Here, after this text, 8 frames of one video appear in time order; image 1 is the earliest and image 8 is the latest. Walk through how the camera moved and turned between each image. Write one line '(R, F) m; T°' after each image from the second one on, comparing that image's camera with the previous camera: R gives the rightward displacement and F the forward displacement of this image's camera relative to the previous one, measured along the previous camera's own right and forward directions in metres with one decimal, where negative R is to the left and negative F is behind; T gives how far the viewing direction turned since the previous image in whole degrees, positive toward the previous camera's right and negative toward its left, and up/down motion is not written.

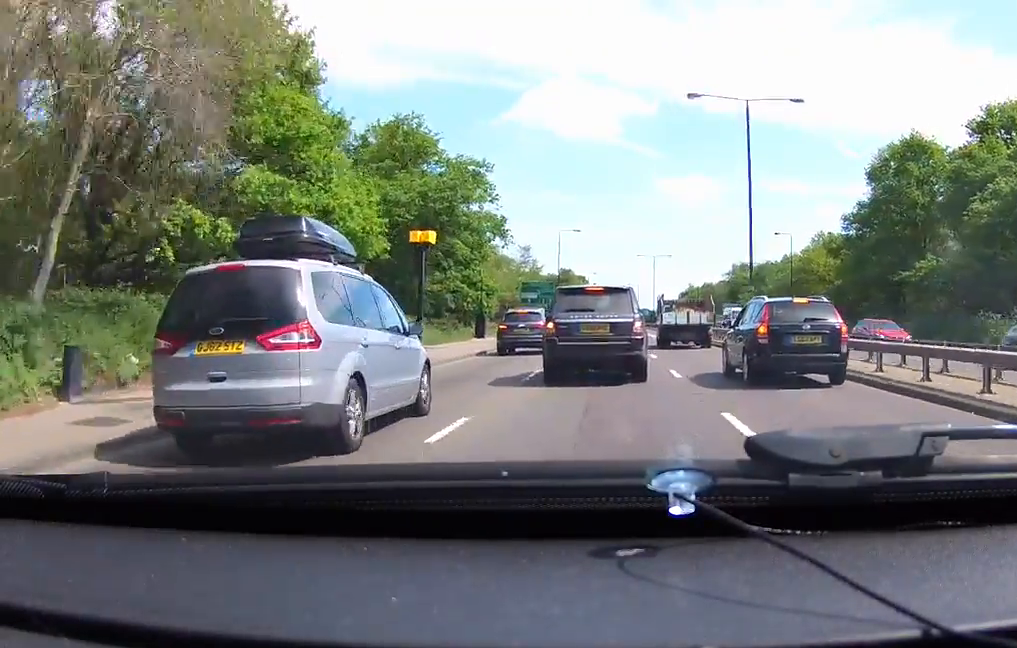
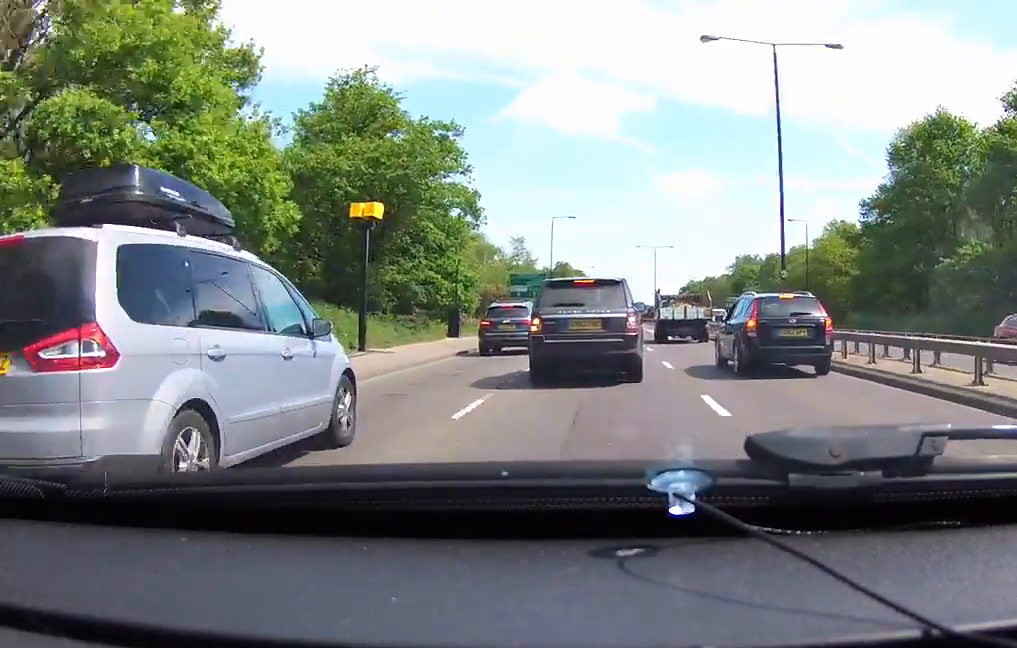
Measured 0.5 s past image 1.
(0.0, +7.6) m; 0°
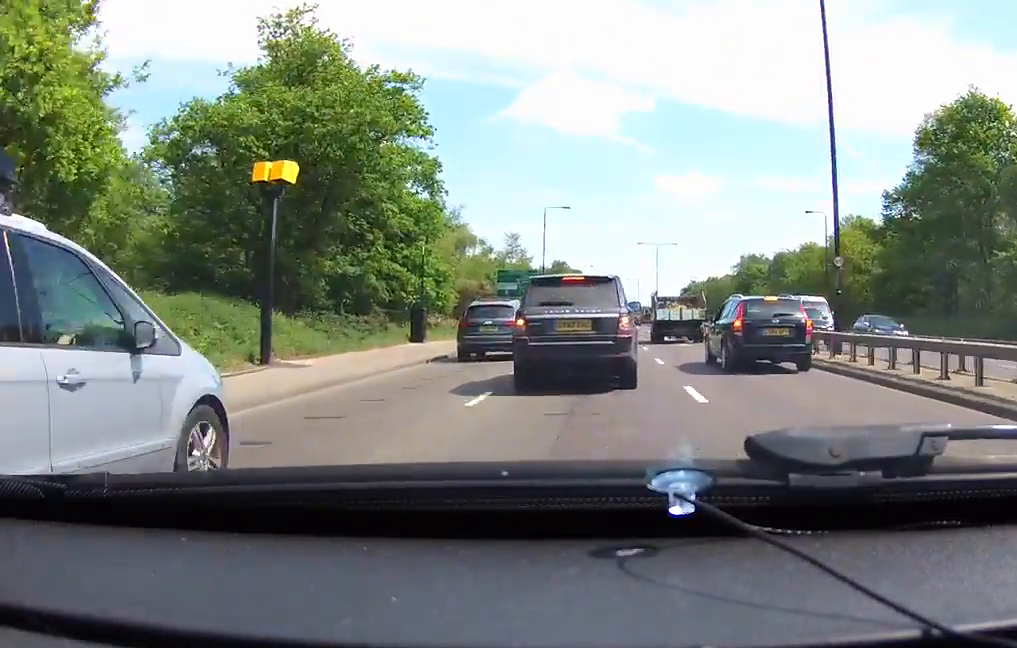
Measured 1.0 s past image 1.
(+0.1, +7.8) m; 0°
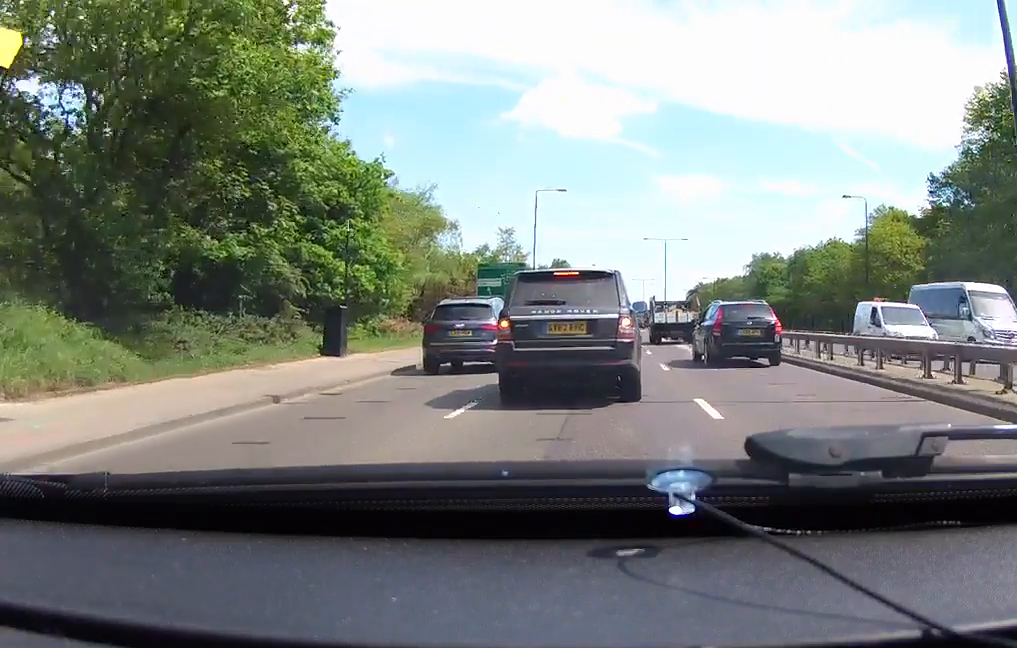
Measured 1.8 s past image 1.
(-0.1, +11.6) m; 0°
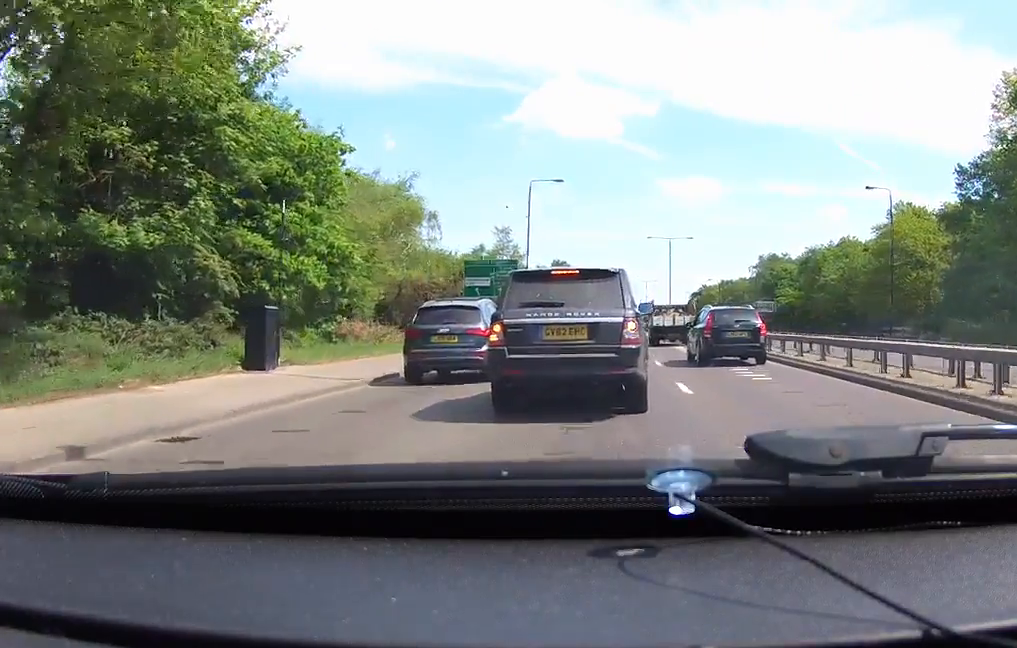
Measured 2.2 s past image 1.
(-0.2, +5.9) m; 0°
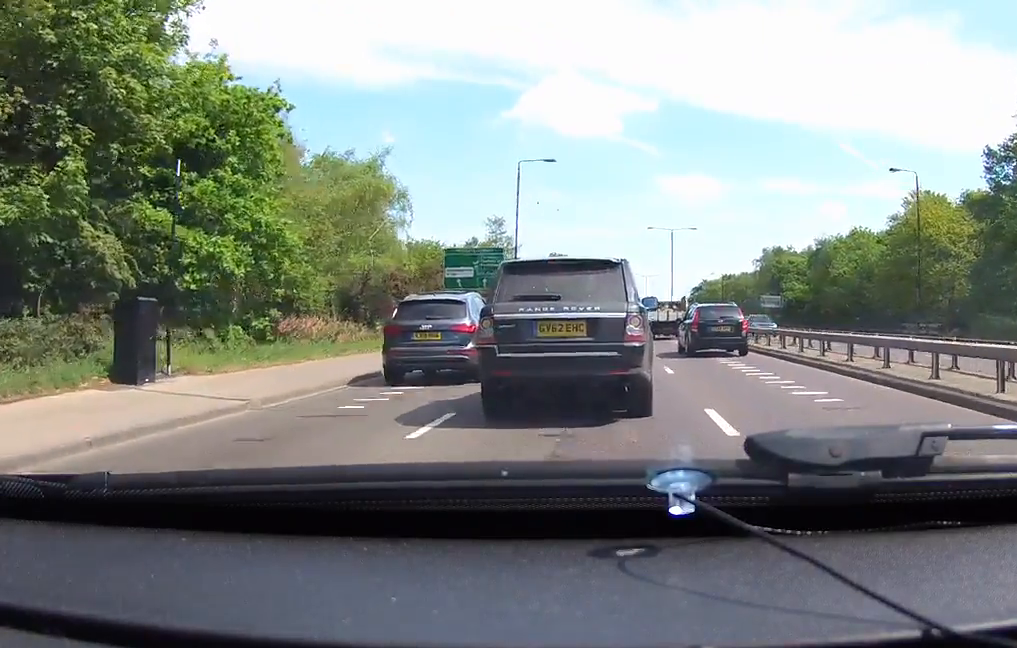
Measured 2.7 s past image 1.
(+0.1, +5.4) m; +1°
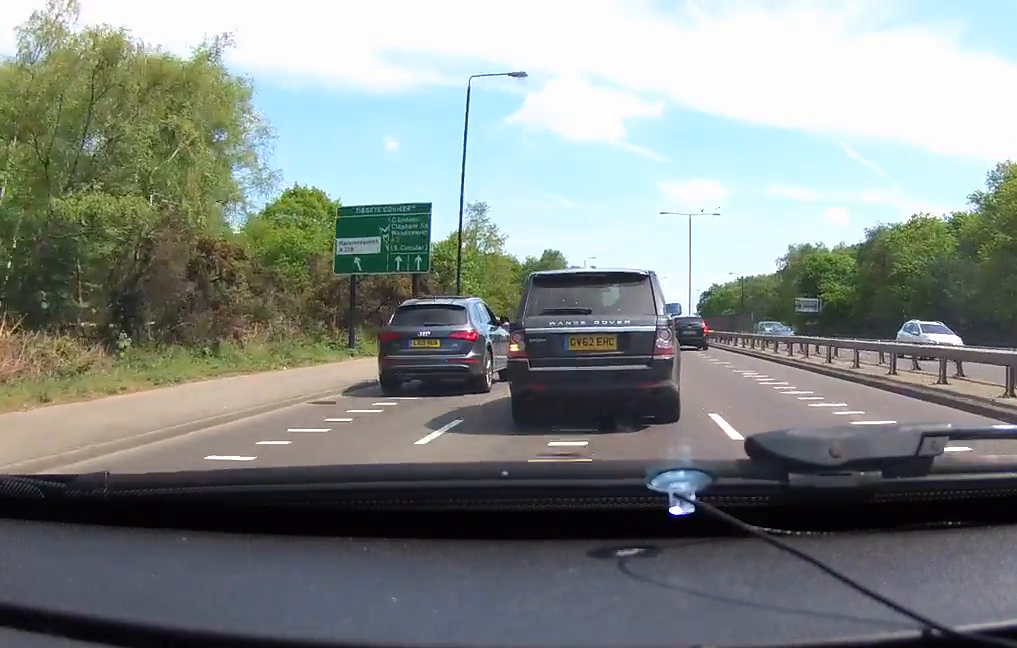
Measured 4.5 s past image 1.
(+0.5, +18.0) m; 0°
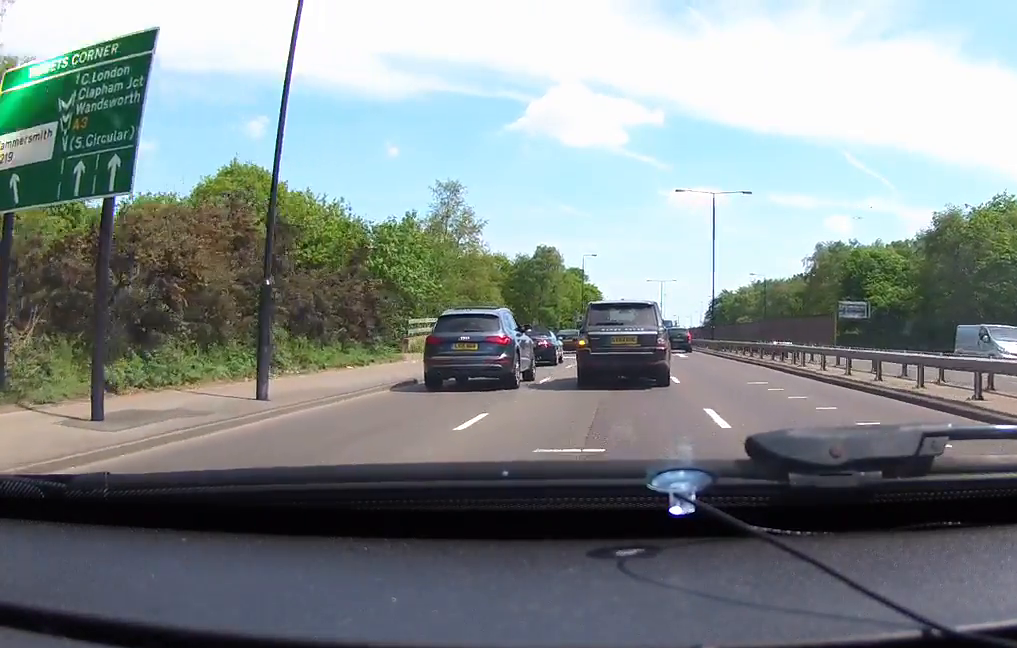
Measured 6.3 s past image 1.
(-0.3, +13.9) m; -1°
